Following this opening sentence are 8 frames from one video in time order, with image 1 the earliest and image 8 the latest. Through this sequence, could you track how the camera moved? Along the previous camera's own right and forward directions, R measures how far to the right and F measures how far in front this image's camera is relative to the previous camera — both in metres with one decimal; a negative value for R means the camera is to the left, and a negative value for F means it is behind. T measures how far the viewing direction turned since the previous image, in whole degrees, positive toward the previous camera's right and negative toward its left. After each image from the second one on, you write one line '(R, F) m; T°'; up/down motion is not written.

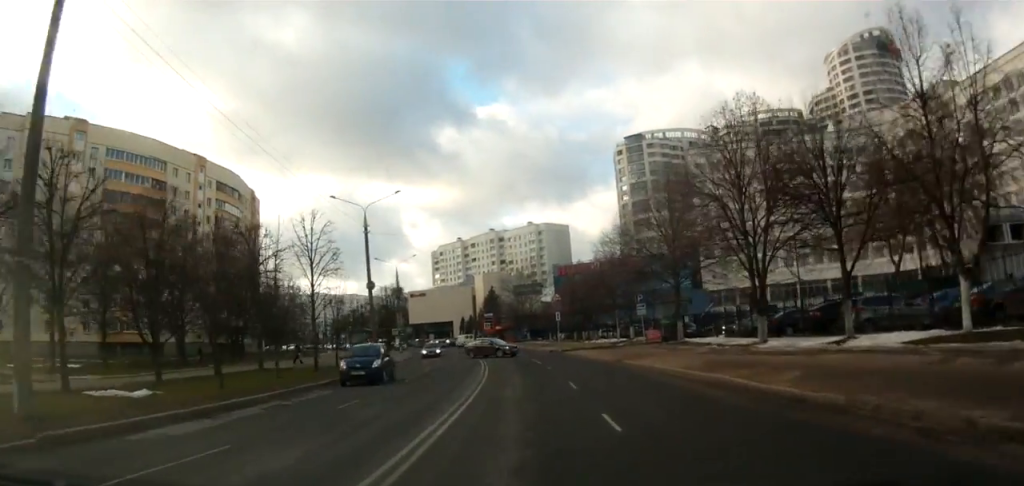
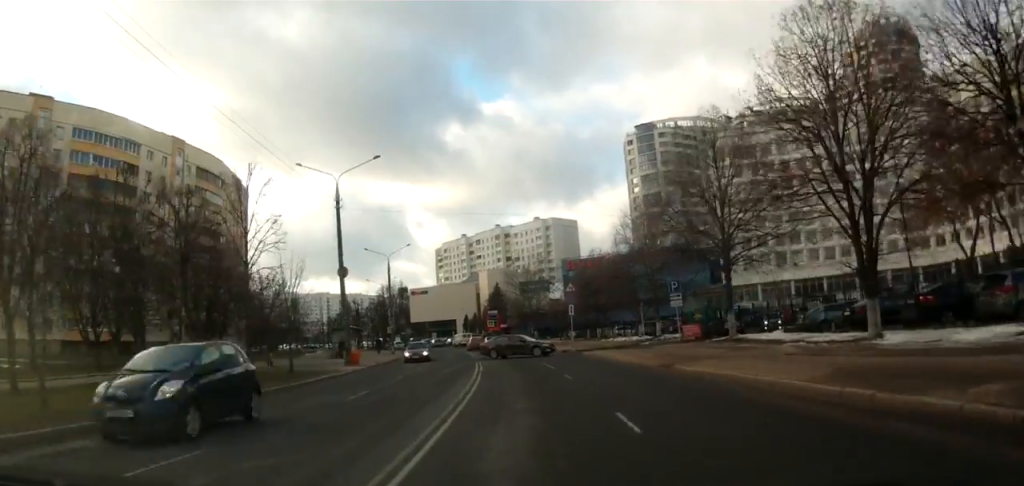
(+0.1, +8.7) m; -1°
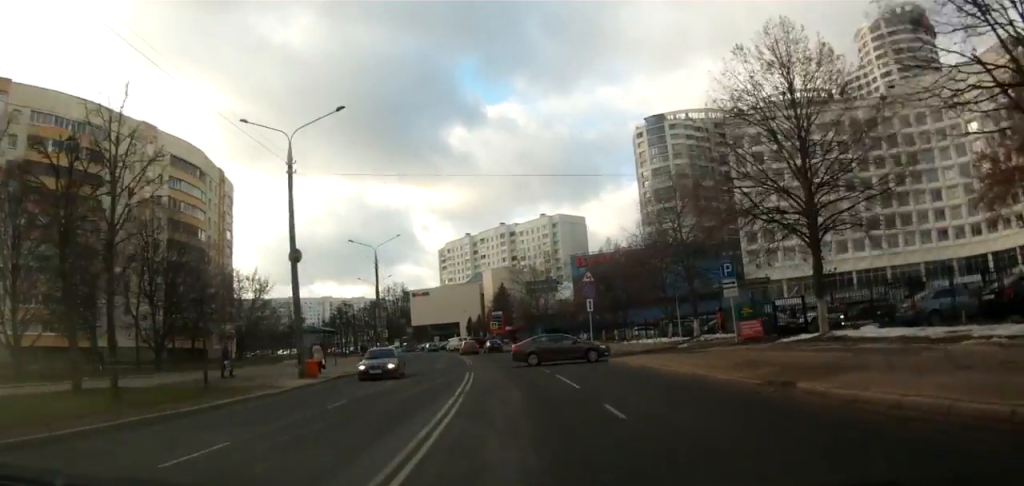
(-0.4, +8.5) m; 0°
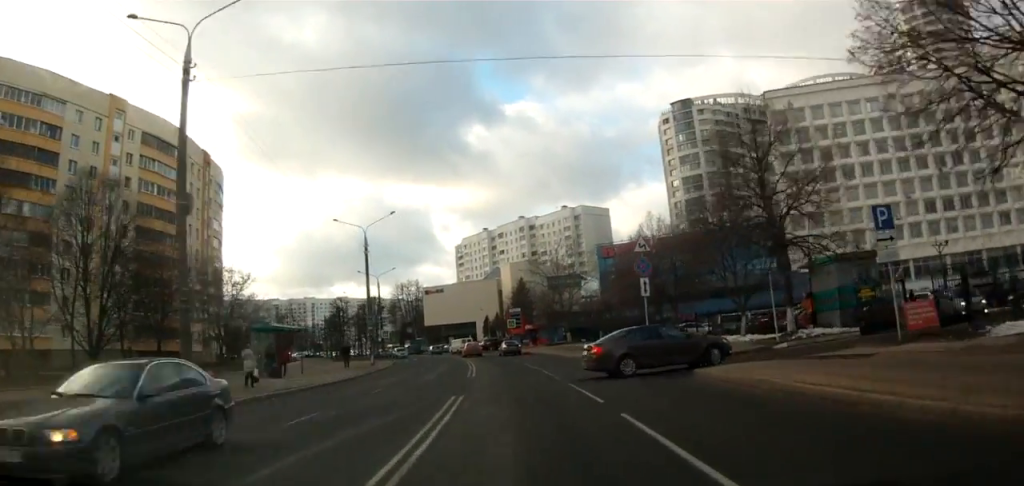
(+0.3, +11.7) m; +2°
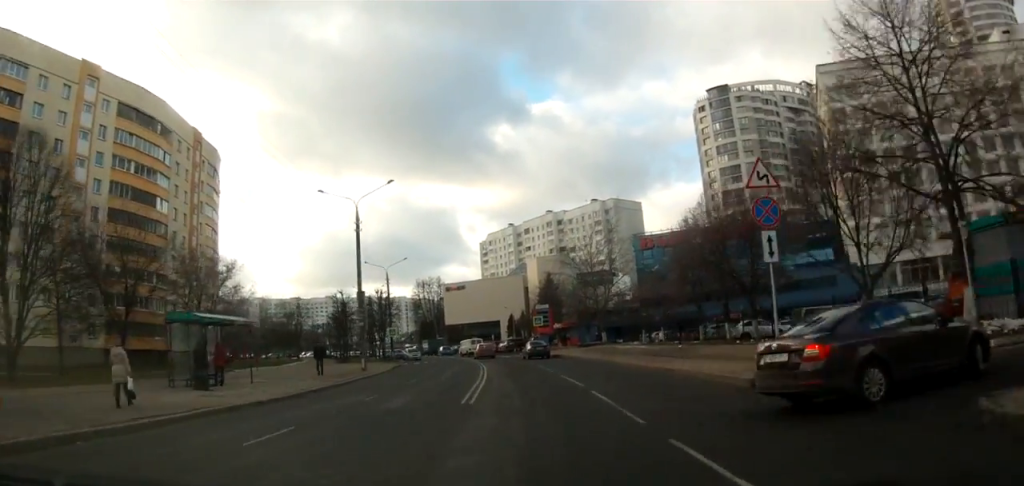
(+0.1, +10.1) m; -2°
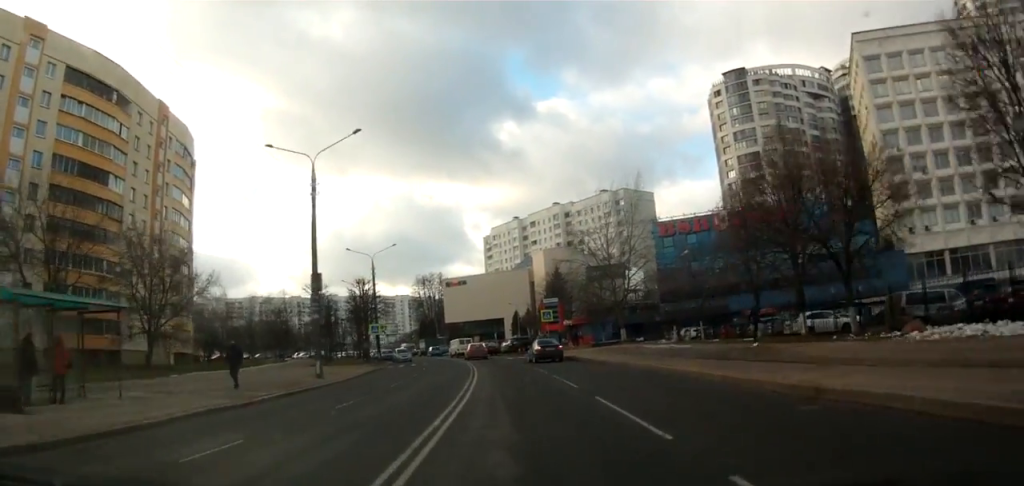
(-0.4, +10.0) m; -6°
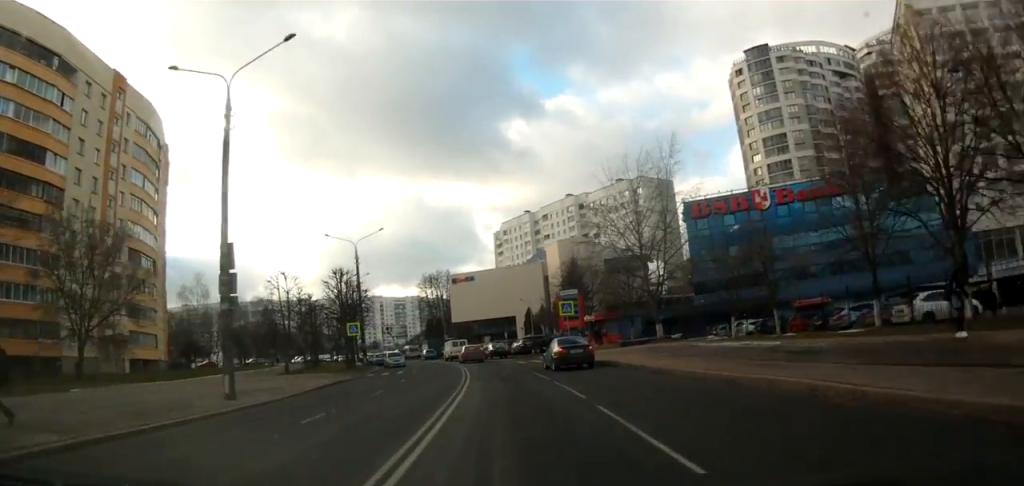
(-0.8, +11.0) m; -5°
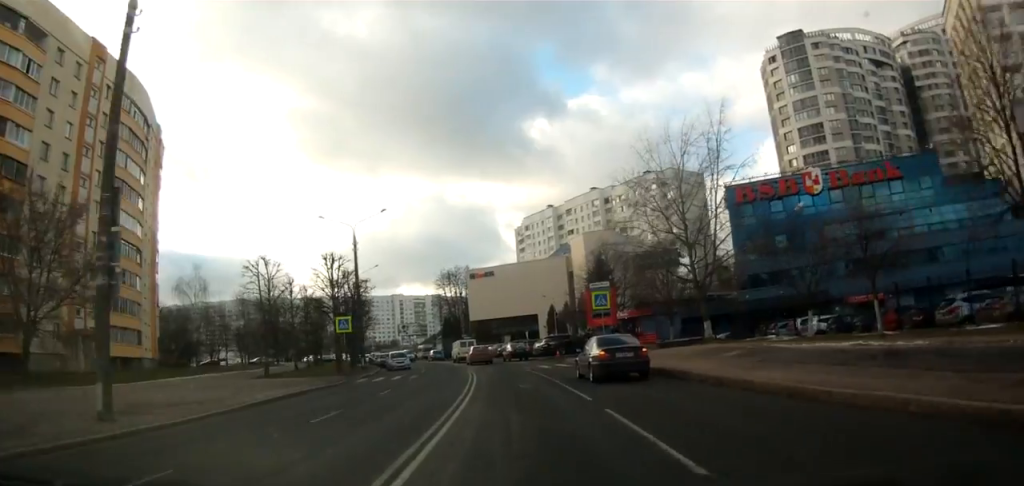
(-0.3, +7.7) m; 0°
